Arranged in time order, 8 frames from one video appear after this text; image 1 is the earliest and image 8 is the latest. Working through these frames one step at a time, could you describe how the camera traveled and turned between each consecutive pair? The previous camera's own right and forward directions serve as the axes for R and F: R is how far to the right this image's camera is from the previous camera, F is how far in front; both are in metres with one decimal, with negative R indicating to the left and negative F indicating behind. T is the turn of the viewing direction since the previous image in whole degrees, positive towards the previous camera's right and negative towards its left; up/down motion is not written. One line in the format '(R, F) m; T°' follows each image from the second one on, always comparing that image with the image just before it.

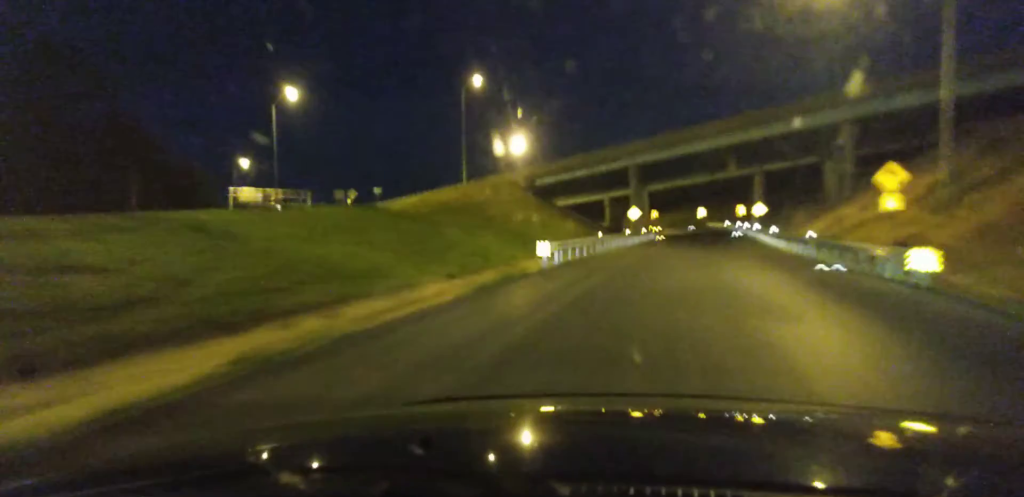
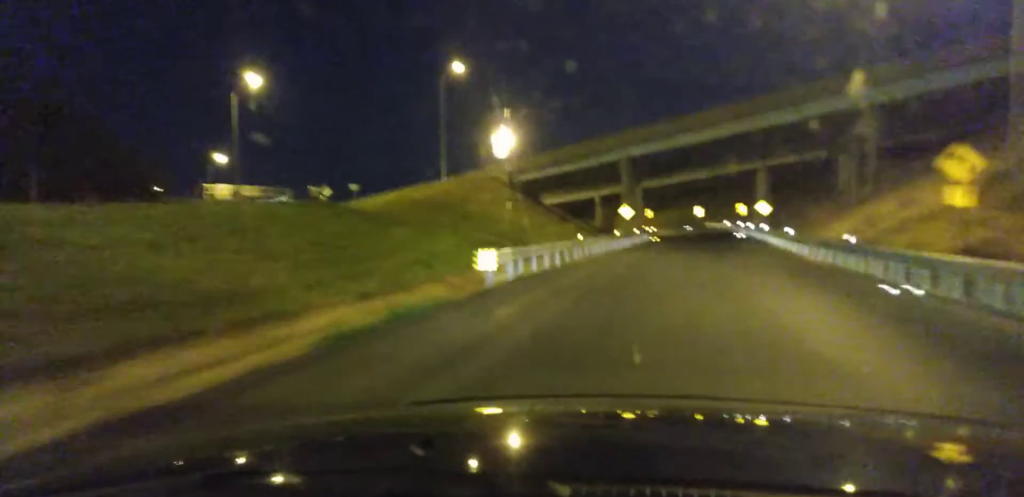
(+0.3, +8.4) m; +1°
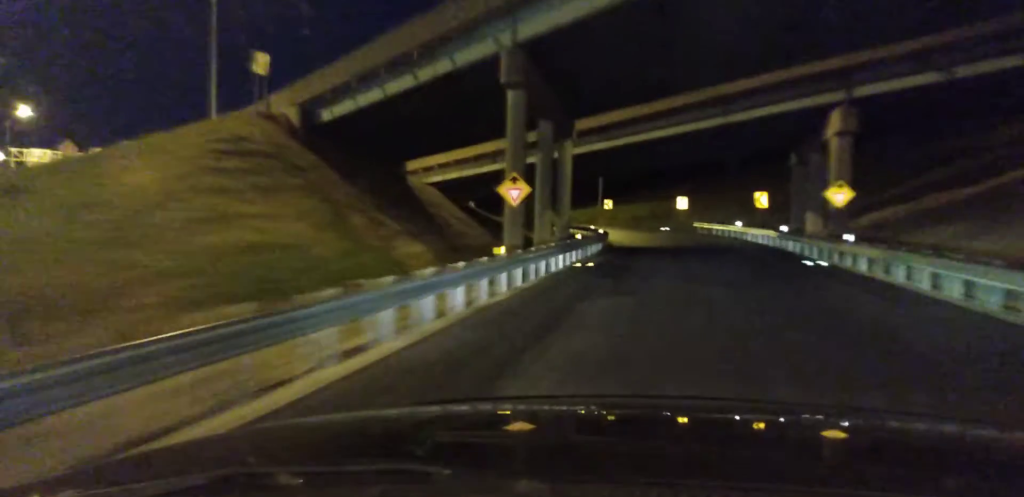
(+0.4, +46.6) m; +1°
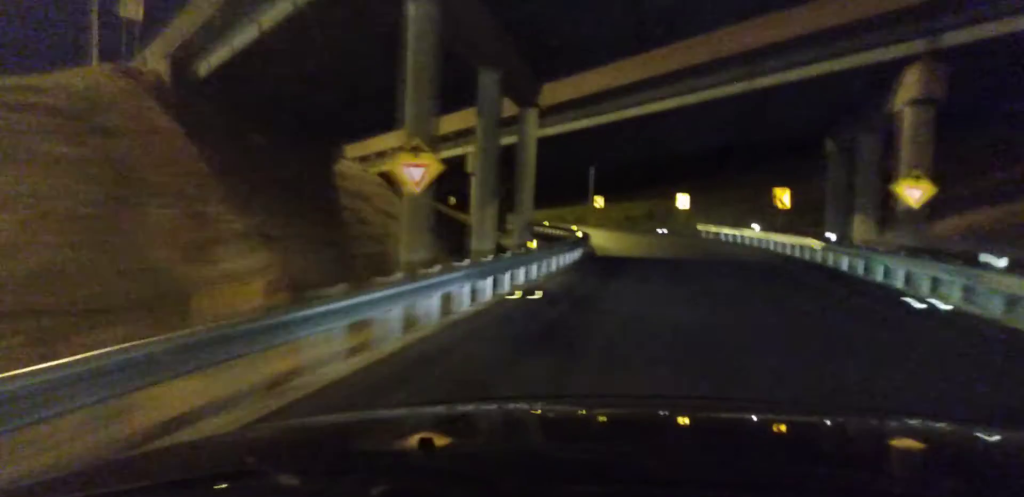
(0.0, +12.0) m; 0°
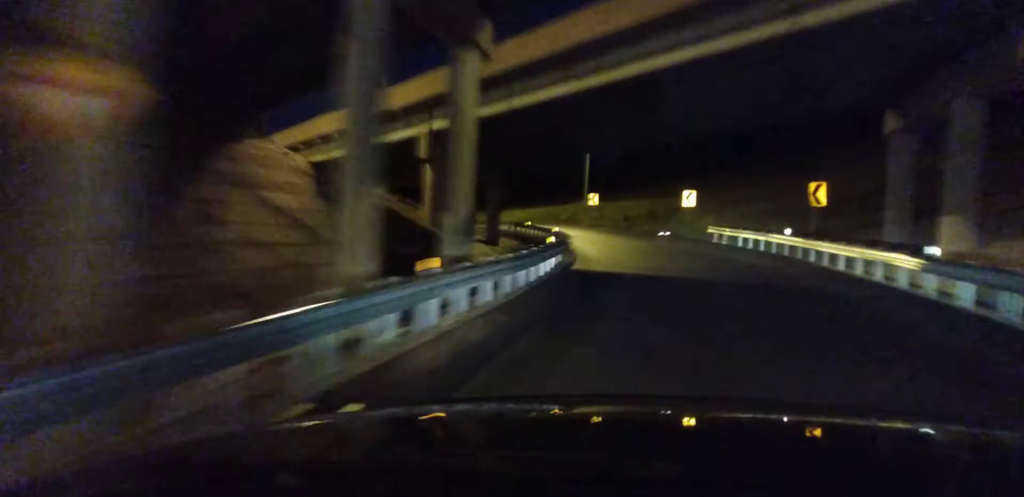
(0.0, +10.0) m; 0°
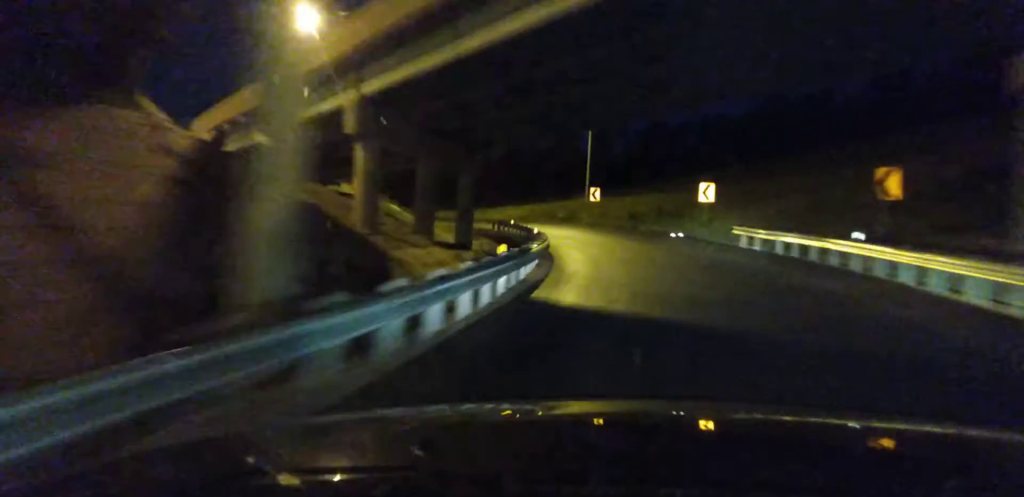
(0.0, +10.8) m; 0°
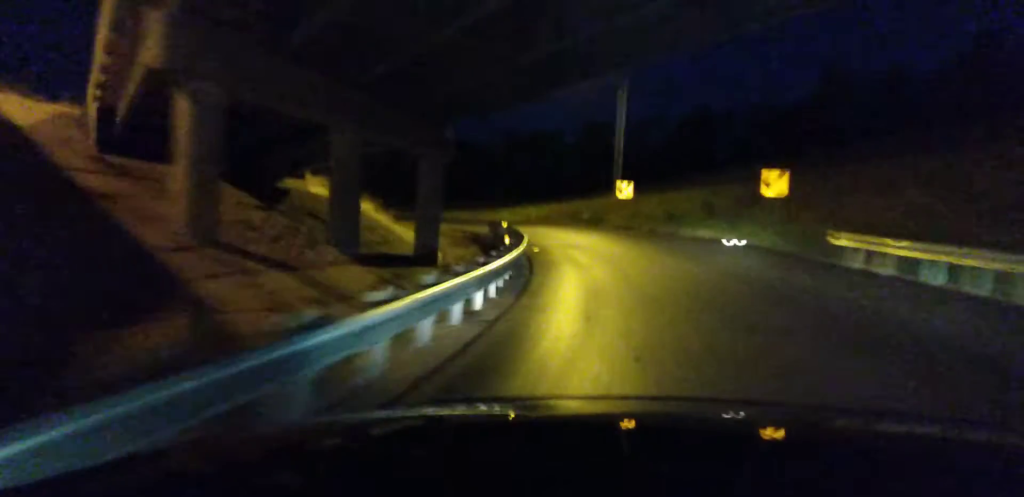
(0.0, +13.1) m; 0°
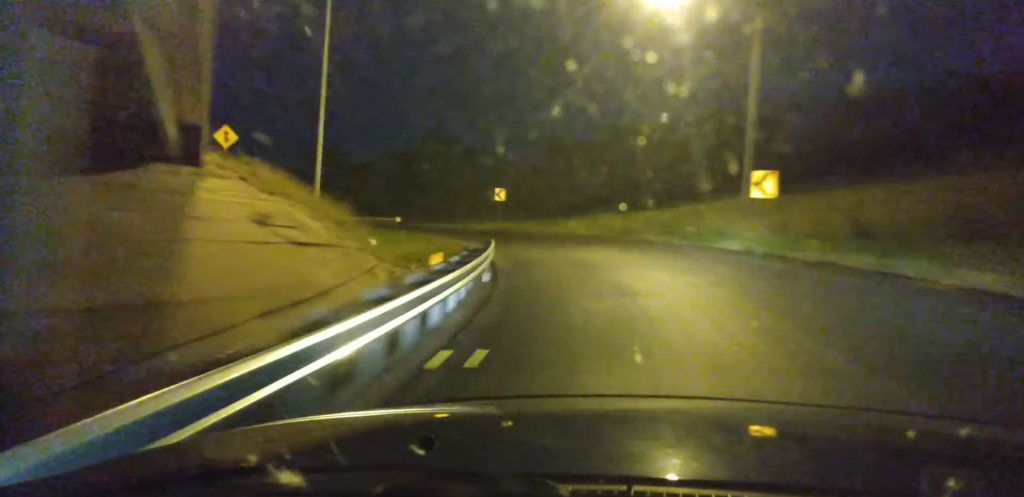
(-0.2, +23.5) m; -5°
